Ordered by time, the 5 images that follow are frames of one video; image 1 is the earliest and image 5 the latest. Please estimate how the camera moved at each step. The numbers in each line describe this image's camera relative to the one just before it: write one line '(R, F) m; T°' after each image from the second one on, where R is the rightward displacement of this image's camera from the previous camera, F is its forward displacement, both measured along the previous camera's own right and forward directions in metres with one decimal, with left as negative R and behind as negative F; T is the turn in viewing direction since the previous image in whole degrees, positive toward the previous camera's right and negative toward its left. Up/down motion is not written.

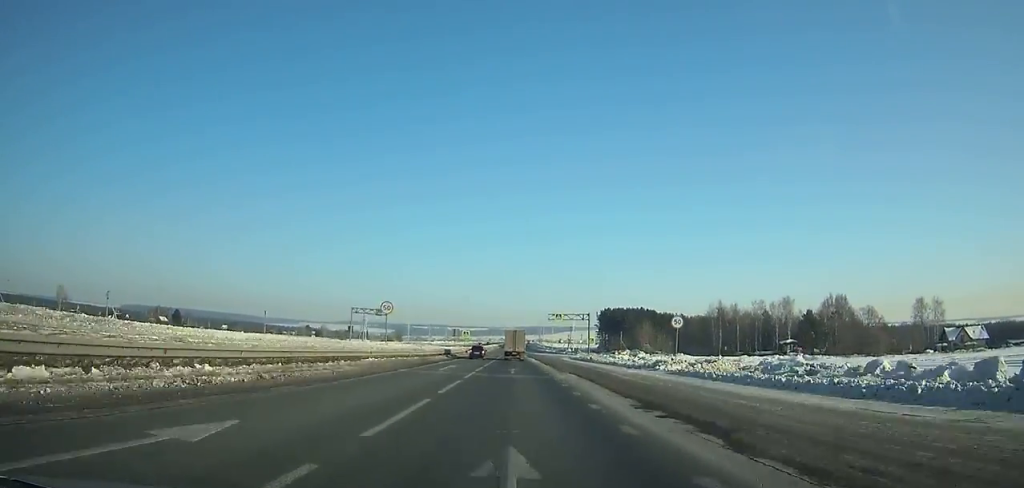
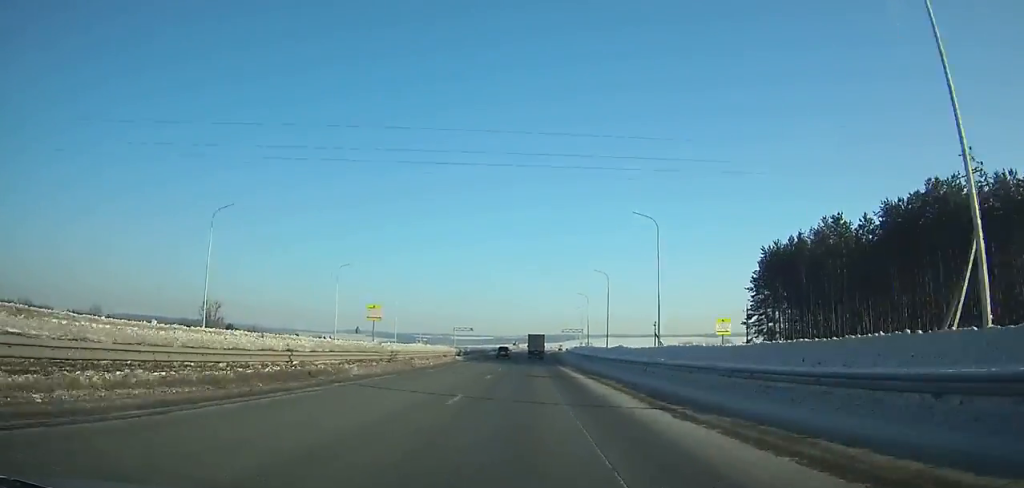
(-0.7, +187.6) m; +1°
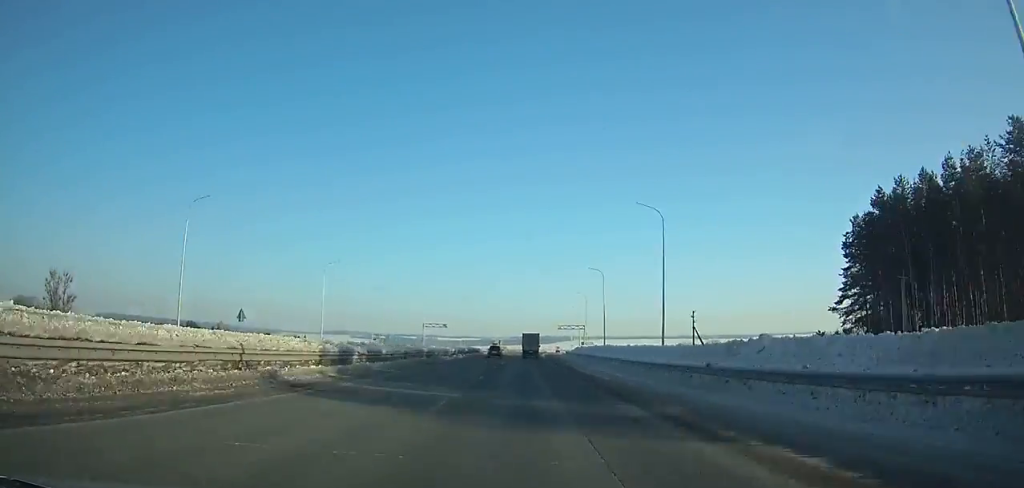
(+0.5, +37.4) m; +1°
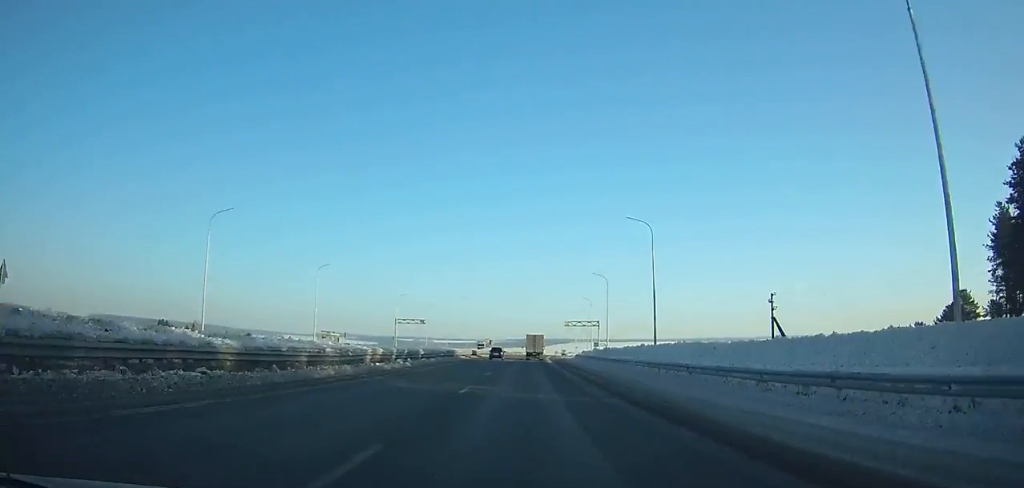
(+0.2, +30.7) m; +1°
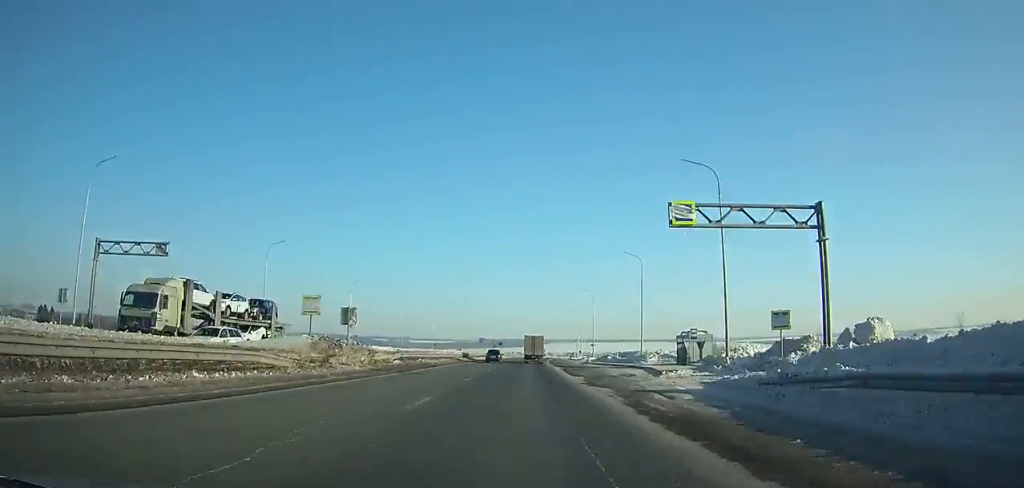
(+1.8, +87.7) m; +2°
